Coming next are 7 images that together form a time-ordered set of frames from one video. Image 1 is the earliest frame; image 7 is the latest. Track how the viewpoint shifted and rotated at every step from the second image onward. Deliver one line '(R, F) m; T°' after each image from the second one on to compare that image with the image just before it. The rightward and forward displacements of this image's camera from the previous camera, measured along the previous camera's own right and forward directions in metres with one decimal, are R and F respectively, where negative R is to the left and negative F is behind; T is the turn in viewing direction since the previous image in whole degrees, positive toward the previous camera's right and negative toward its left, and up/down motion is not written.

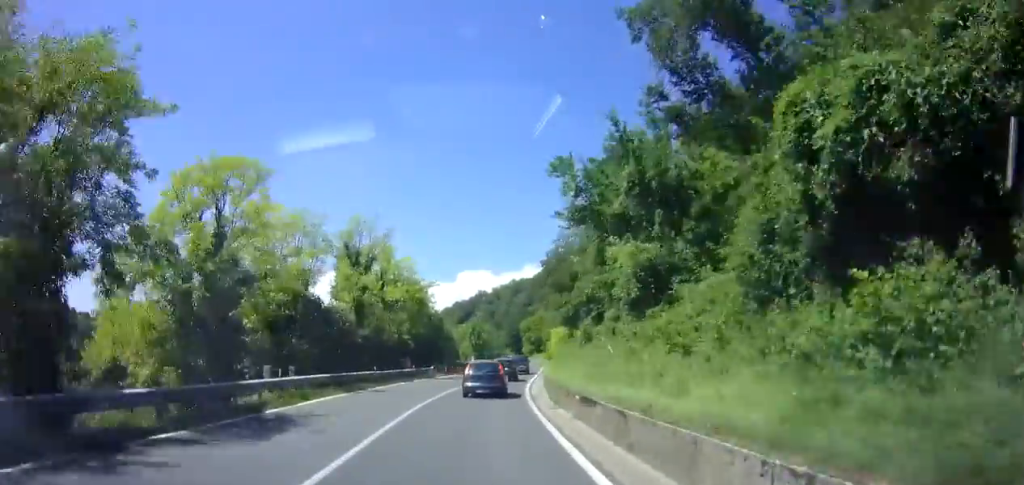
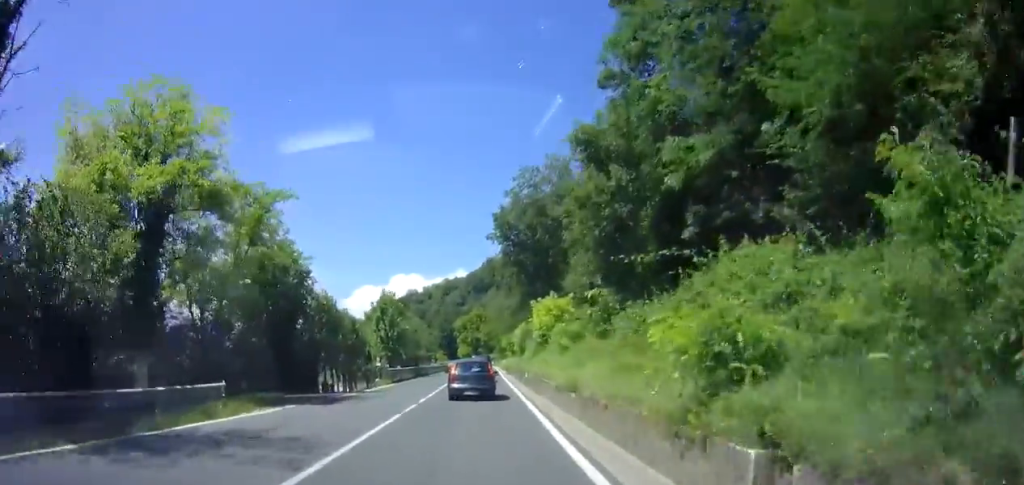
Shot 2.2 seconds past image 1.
(+1.7, +29.3) m; +6°
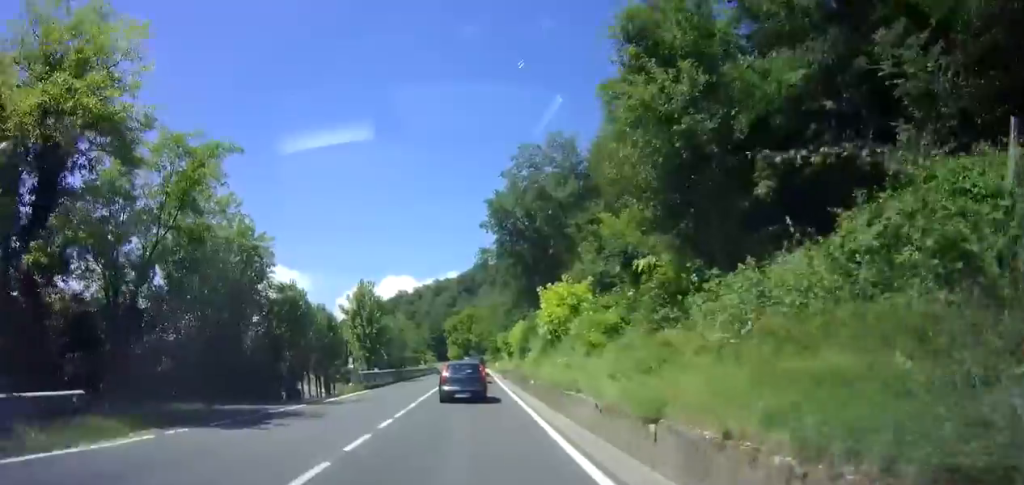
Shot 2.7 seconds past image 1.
(+0.1, +6.2) m; 0°
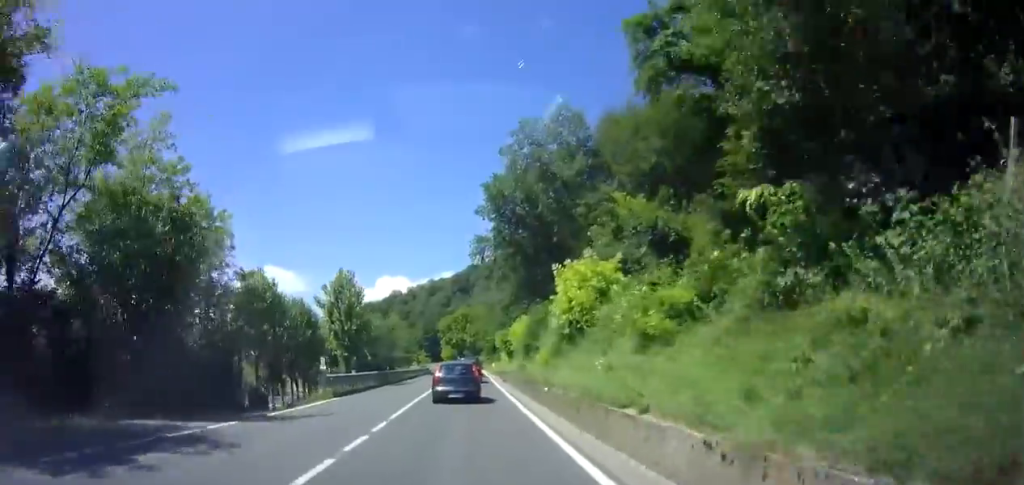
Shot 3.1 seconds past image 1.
(0.0, +5.0) m; 0°
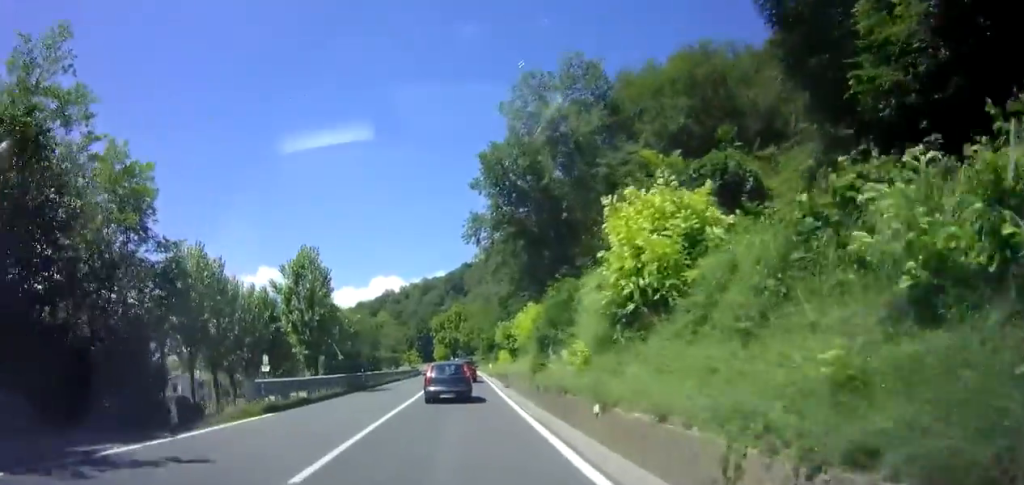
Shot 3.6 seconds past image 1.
(0.0, +6.8) m; -1°
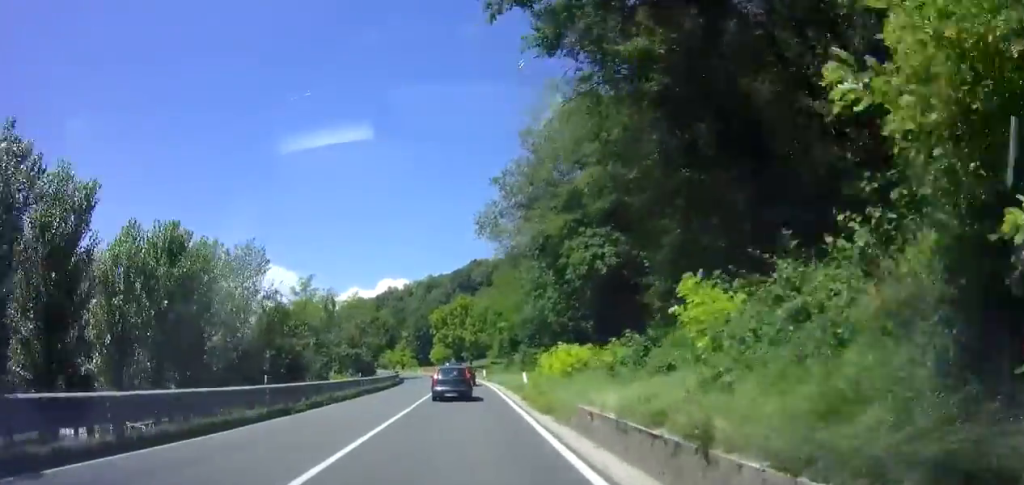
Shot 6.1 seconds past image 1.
(-0.3, +28.8) m; +1°
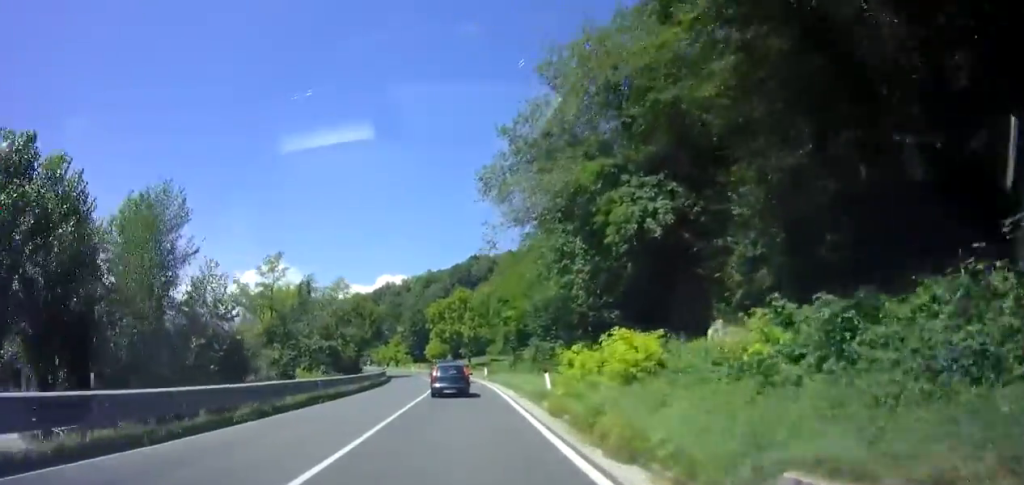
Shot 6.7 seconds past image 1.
(+0.1, +8.0) m; 0°
